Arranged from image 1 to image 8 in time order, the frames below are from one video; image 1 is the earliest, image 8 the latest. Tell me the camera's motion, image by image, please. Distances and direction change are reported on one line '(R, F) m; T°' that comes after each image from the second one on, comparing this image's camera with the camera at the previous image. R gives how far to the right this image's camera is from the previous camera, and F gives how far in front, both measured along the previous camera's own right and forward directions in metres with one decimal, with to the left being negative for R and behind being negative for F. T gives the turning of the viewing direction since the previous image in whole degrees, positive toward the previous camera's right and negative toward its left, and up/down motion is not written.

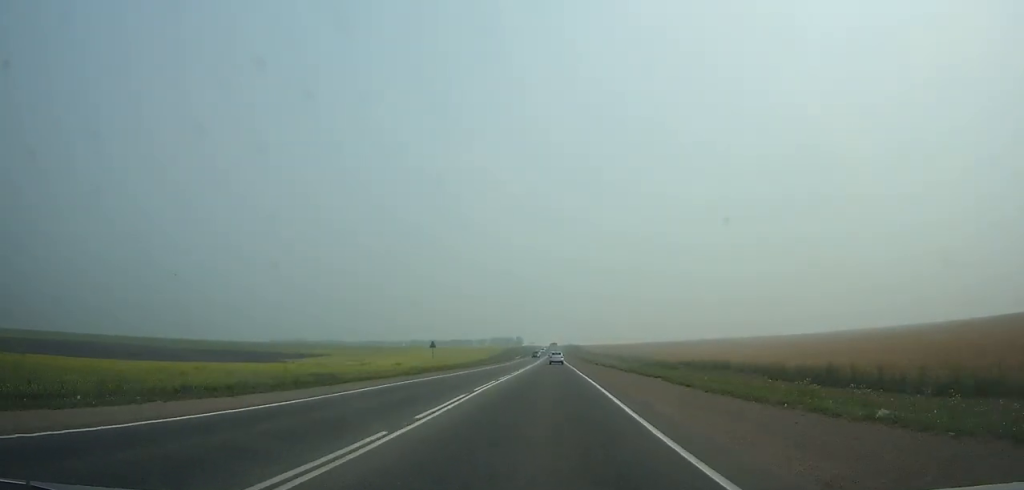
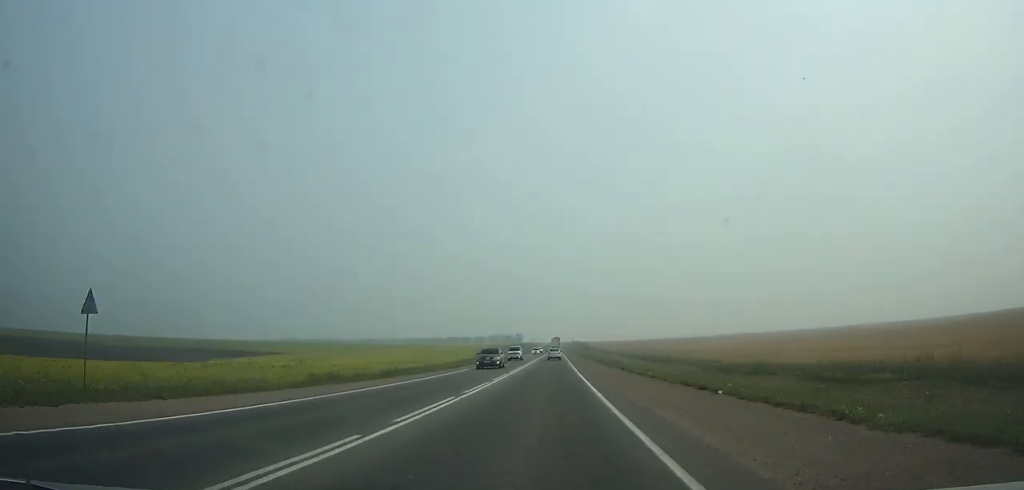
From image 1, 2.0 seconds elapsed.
(-0.1, +48.0) m; 0°
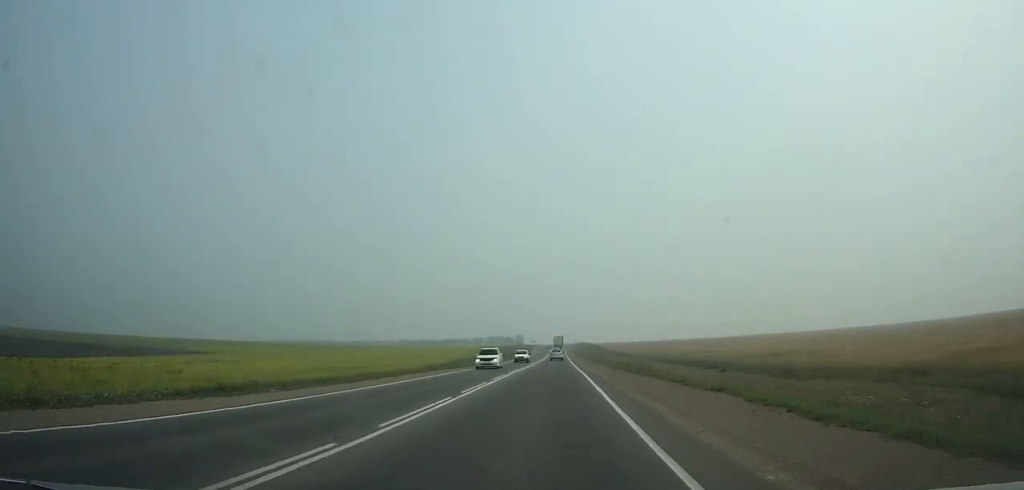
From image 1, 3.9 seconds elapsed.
(0.0, +45.9) m; 0°
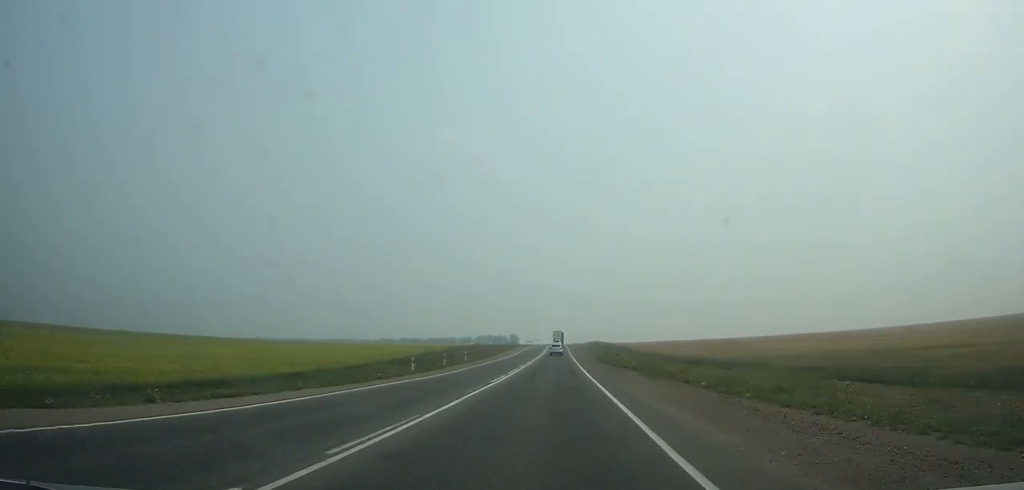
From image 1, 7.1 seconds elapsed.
(-0.1, +79.9) m; 0°
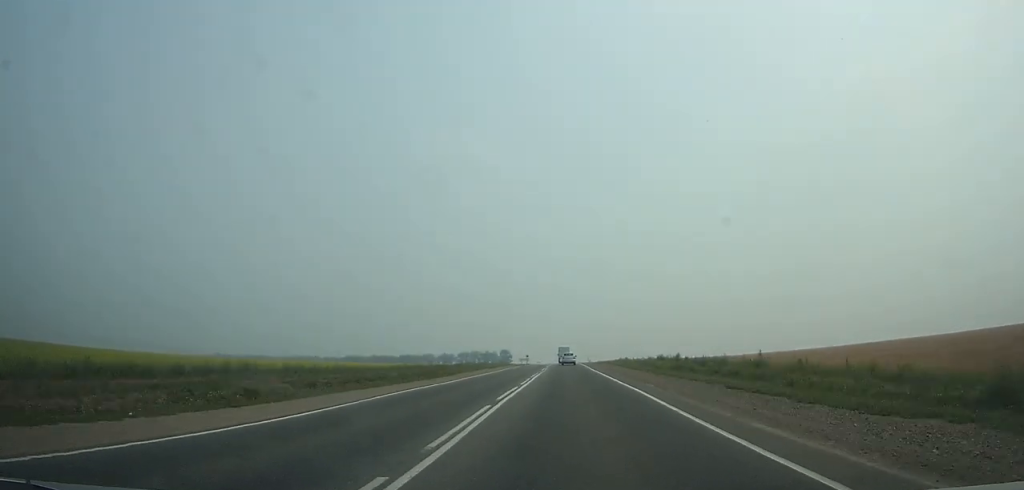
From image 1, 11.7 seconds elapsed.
(-0.2, +120.0) m; 0°
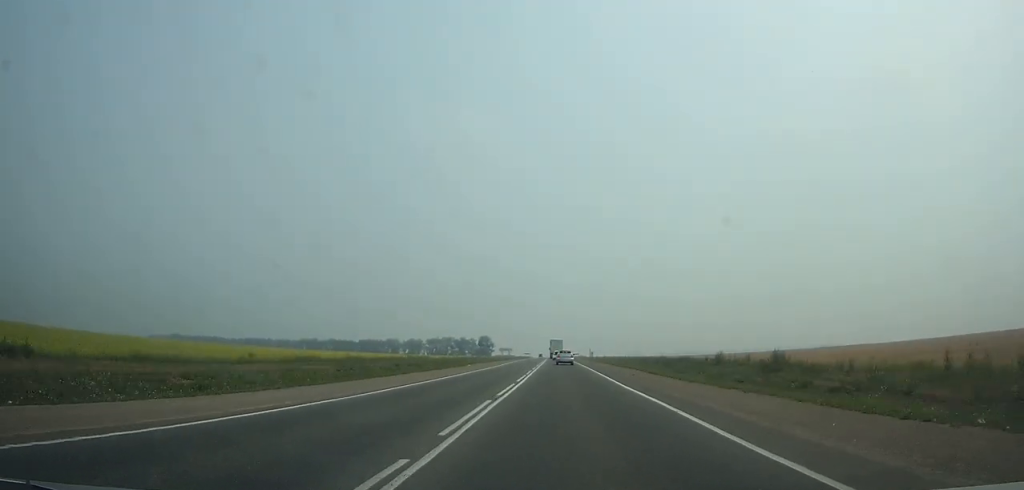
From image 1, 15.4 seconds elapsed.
(+0.3, +91.7) m; 0°
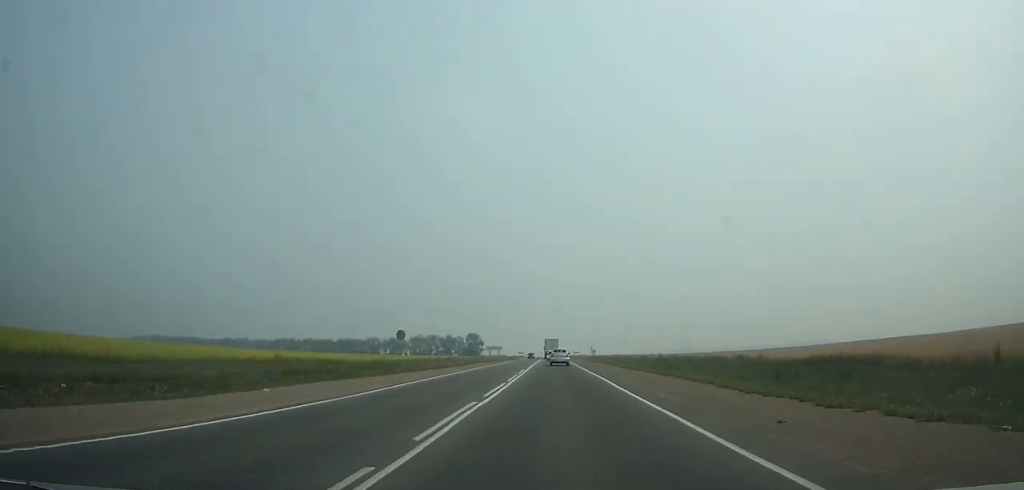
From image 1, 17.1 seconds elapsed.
(+0.1, +39.1) m; 0°
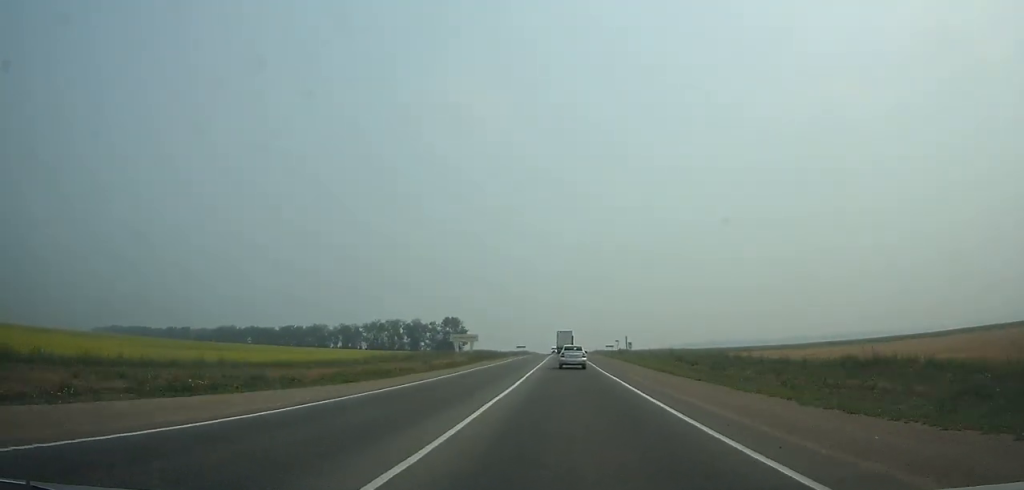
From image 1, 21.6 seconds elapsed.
(-0.7, +98.4) m; -1°
